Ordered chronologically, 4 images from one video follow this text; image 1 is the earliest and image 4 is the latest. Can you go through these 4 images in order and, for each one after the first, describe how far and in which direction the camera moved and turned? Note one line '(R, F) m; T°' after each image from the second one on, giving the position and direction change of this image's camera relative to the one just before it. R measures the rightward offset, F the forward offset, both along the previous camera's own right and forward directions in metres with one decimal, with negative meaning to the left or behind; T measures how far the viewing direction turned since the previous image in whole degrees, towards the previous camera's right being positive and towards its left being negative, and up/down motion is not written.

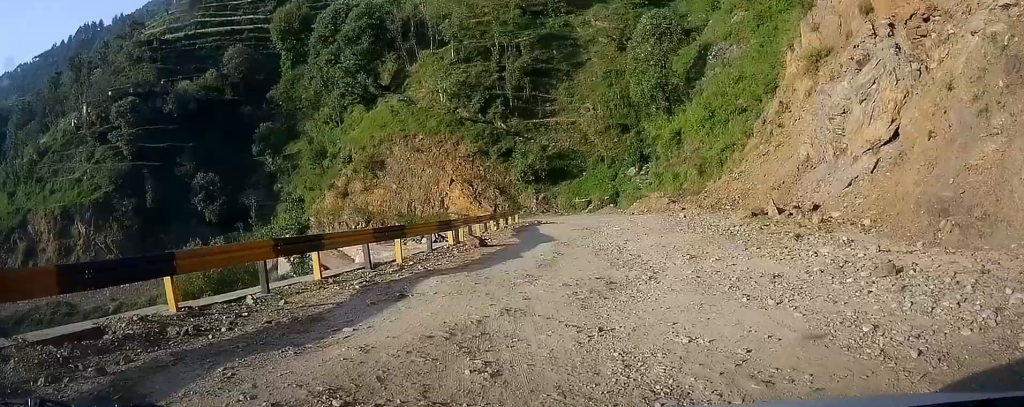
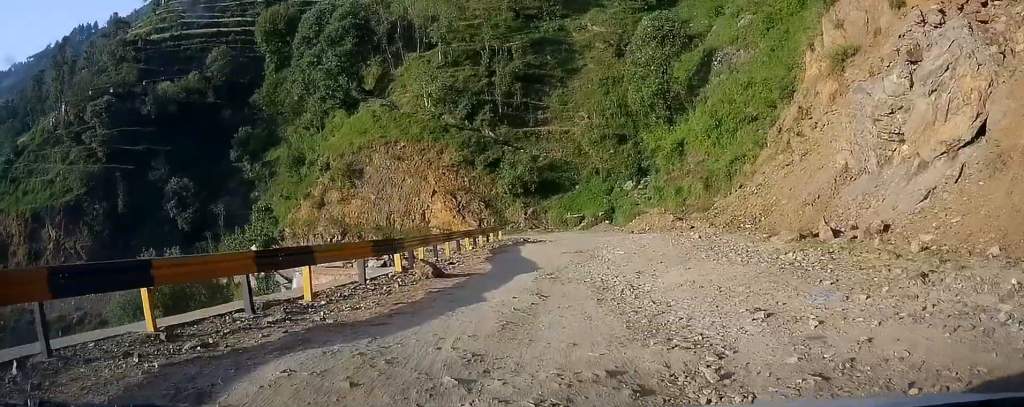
(+0.6, +4.9) m; +12°
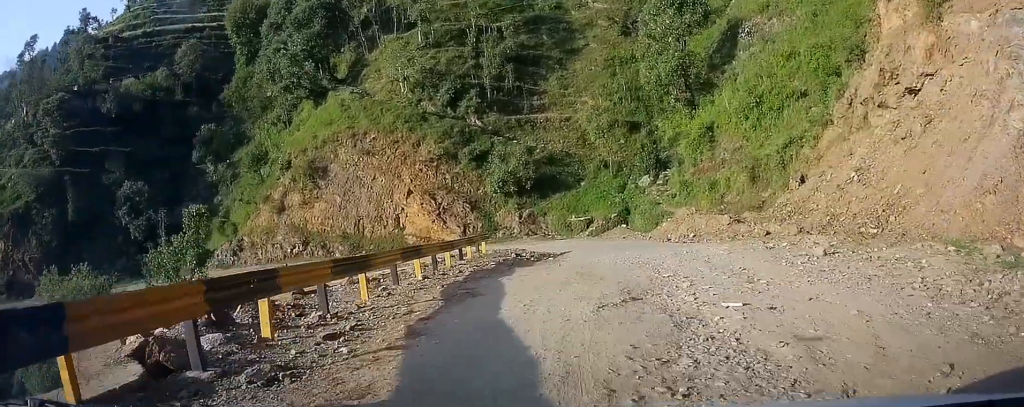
(+0.4, +10.1) m; -1°
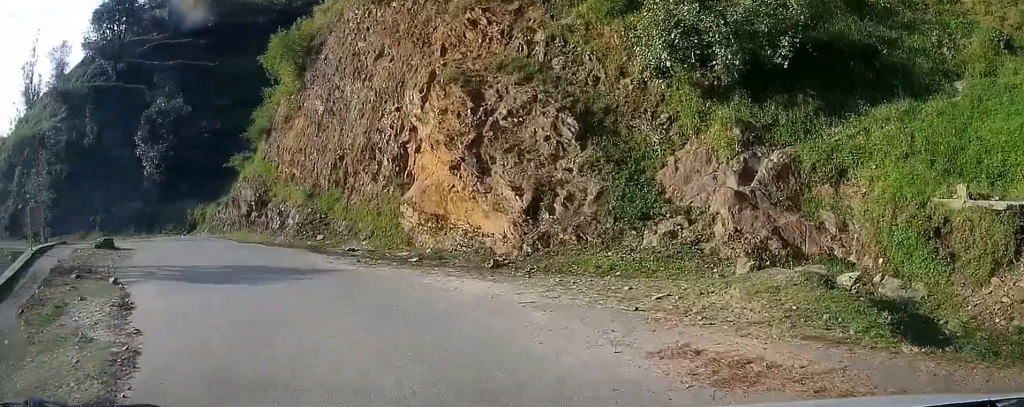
(+0.8, +33.9) m; -20°
